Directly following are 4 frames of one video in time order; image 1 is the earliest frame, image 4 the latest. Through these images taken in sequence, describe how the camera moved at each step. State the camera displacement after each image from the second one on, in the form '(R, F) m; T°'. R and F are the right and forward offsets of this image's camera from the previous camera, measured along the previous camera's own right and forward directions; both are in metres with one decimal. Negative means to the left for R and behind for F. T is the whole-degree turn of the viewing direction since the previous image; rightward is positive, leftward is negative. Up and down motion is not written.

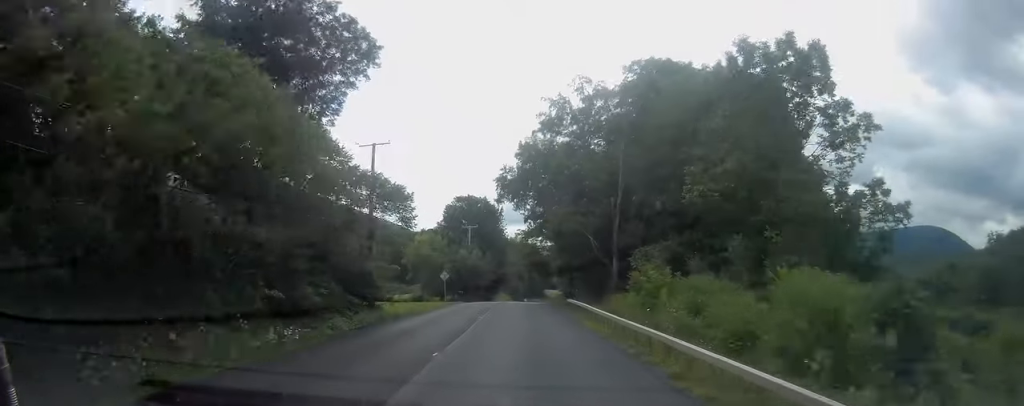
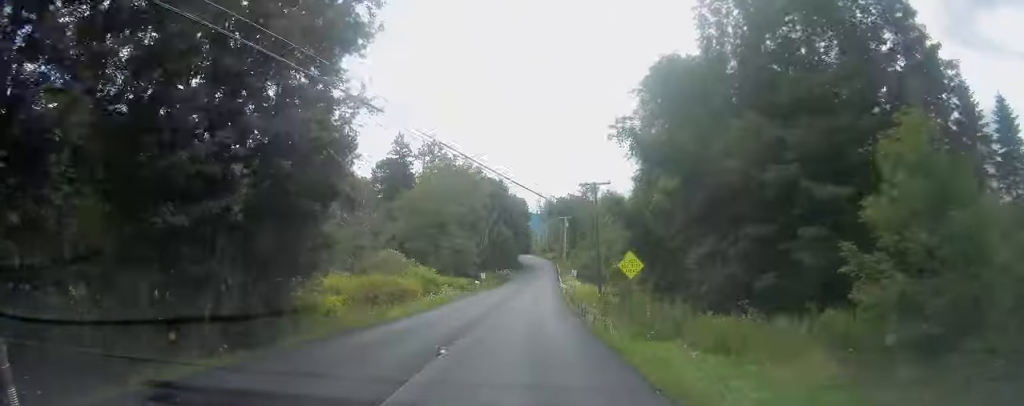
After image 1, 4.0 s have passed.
(+3.2, +98.1) m; +3°
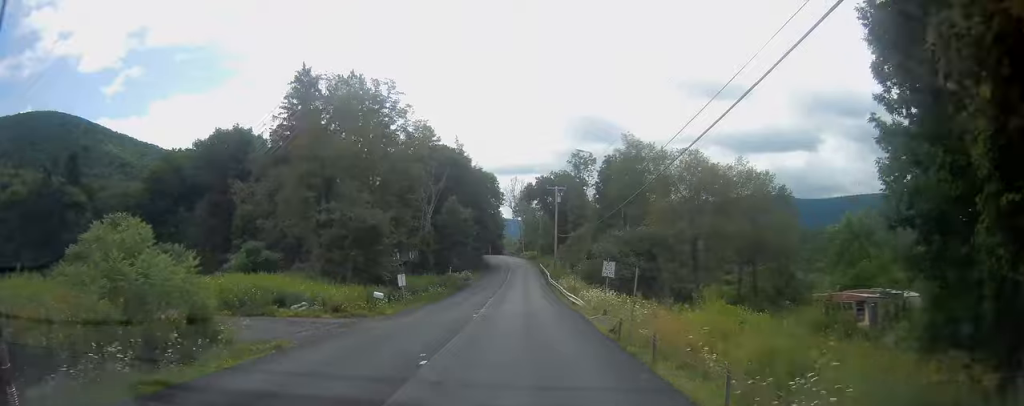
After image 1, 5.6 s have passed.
(+1.0, +42.4) m; +2°
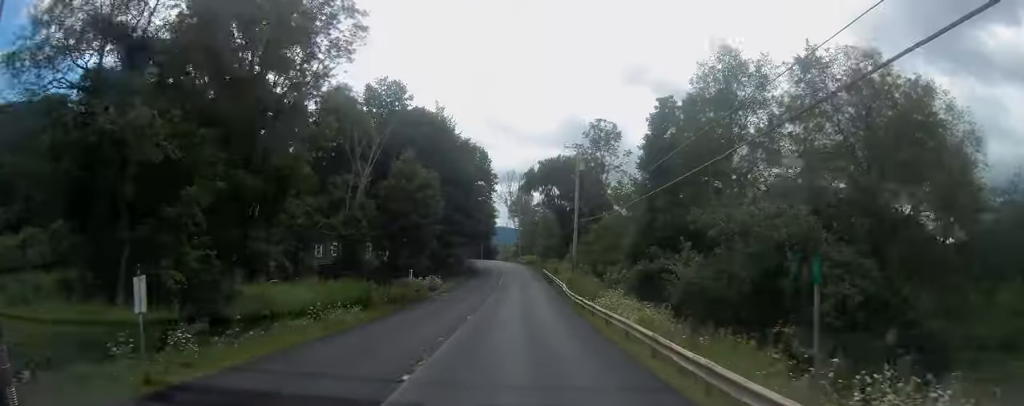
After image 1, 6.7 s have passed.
(0.0, +28.0) m; 0°
